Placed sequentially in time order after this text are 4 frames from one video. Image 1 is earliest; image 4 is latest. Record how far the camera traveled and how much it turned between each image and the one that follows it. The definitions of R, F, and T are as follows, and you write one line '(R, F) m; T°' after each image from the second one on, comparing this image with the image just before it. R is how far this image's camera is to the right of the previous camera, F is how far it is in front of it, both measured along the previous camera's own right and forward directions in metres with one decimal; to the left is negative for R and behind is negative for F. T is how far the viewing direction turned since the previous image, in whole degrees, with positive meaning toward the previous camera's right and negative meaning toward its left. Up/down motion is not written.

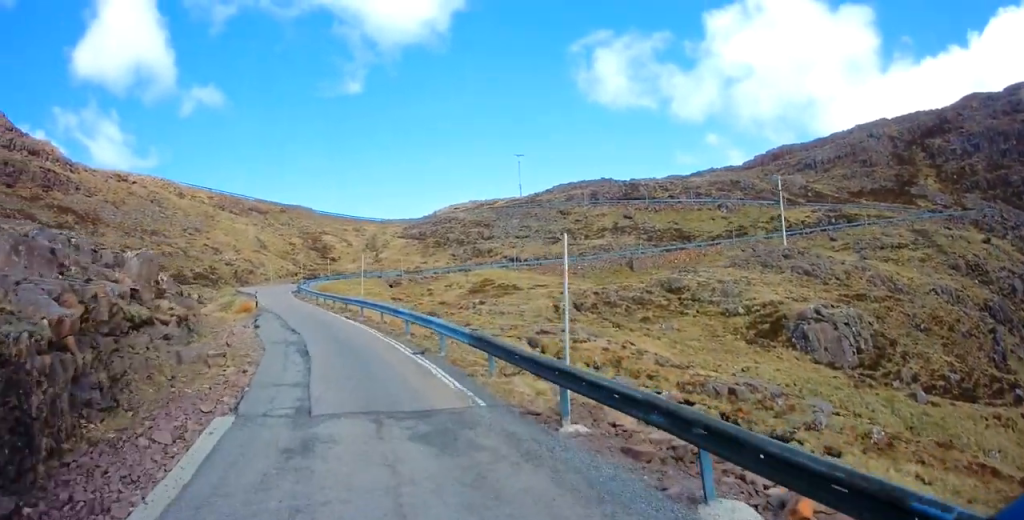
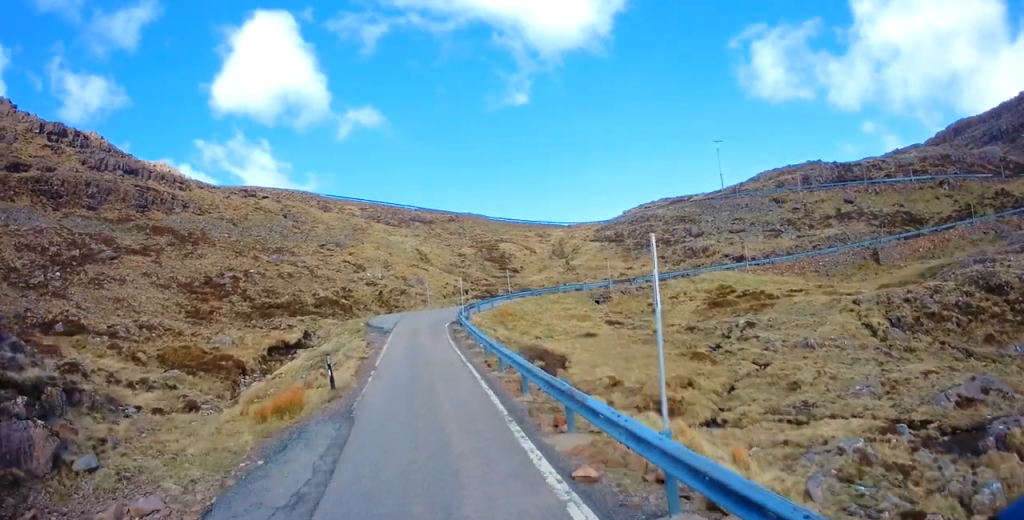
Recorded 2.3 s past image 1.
(-2.6, +17.8) m; -15°
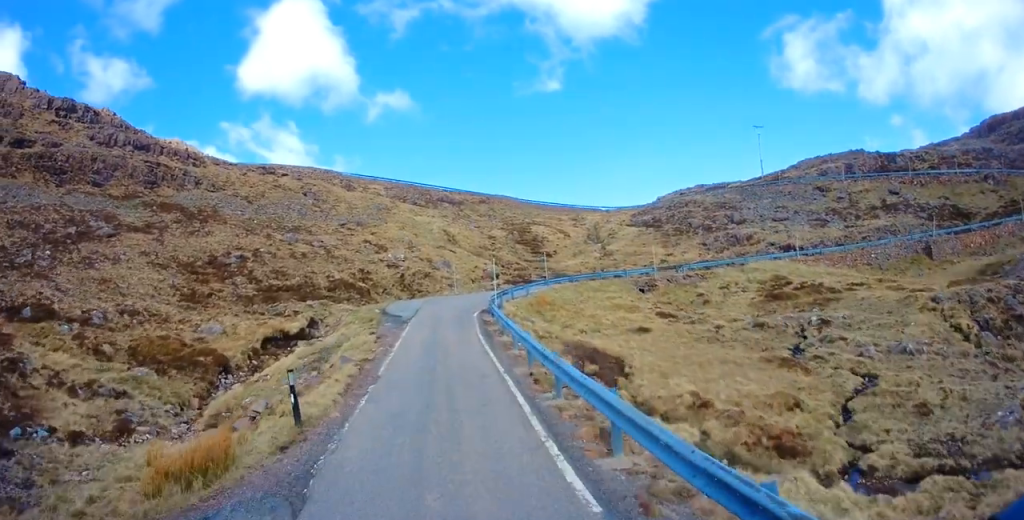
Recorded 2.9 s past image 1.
(-0.3, +4.8) m; -2°
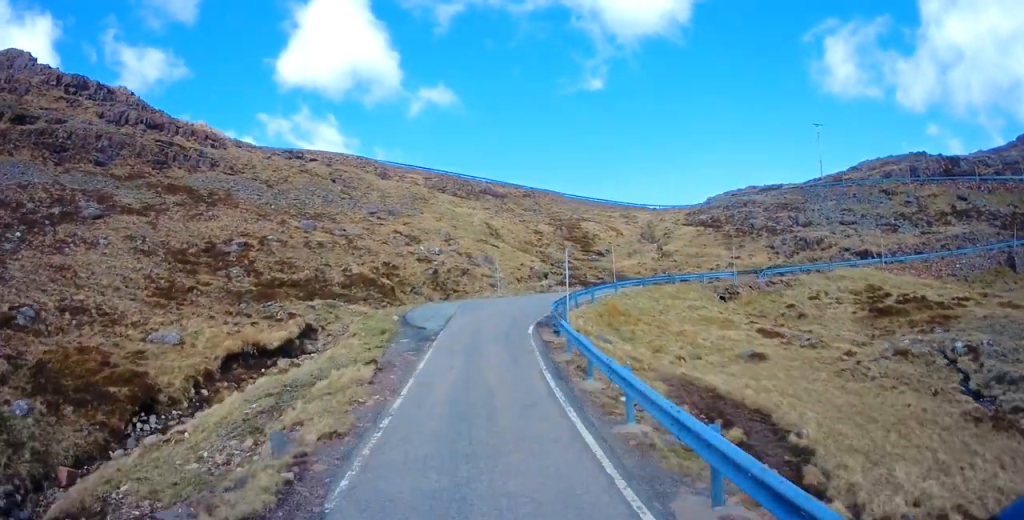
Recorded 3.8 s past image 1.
(-0.2, +7.8) m; -1°
